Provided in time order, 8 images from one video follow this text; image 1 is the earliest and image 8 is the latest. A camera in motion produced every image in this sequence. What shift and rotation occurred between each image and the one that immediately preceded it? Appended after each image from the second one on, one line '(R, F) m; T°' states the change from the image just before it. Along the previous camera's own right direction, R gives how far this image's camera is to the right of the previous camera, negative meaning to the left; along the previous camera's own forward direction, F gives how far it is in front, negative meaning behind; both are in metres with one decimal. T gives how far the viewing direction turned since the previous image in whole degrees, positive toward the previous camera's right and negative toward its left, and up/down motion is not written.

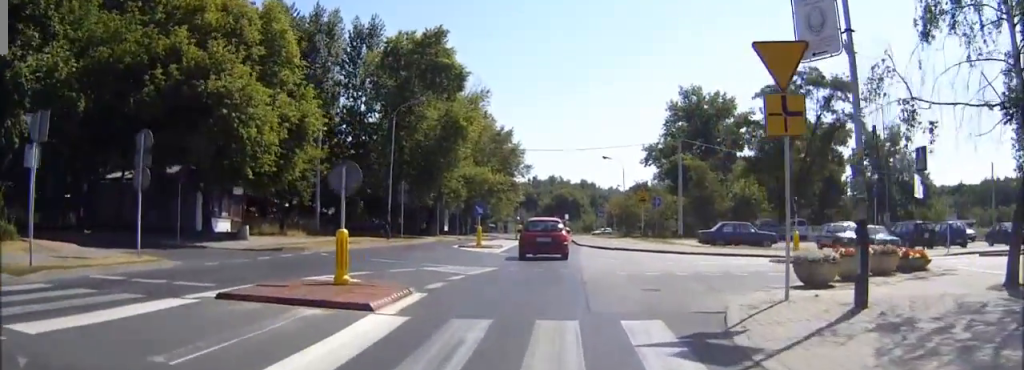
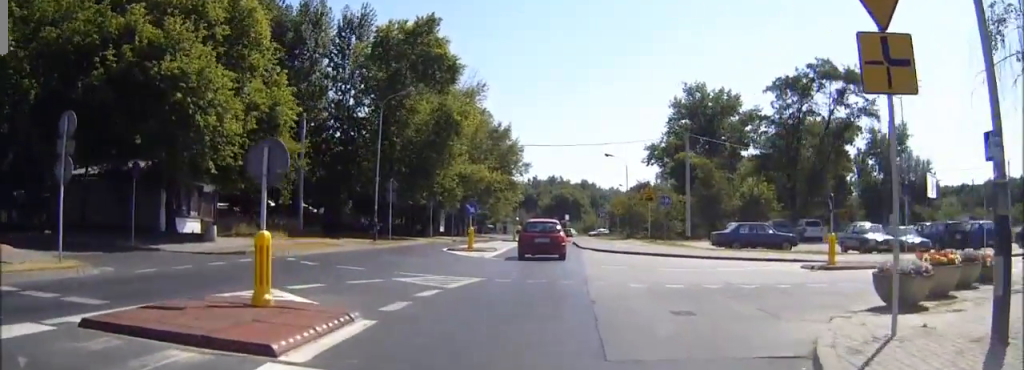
(0.0, +3.5) m; 0°
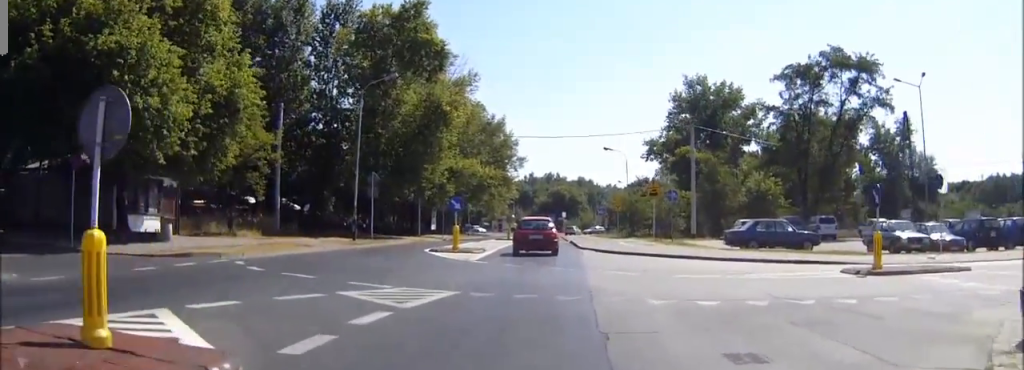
(0.0, +4.0) m; 0°
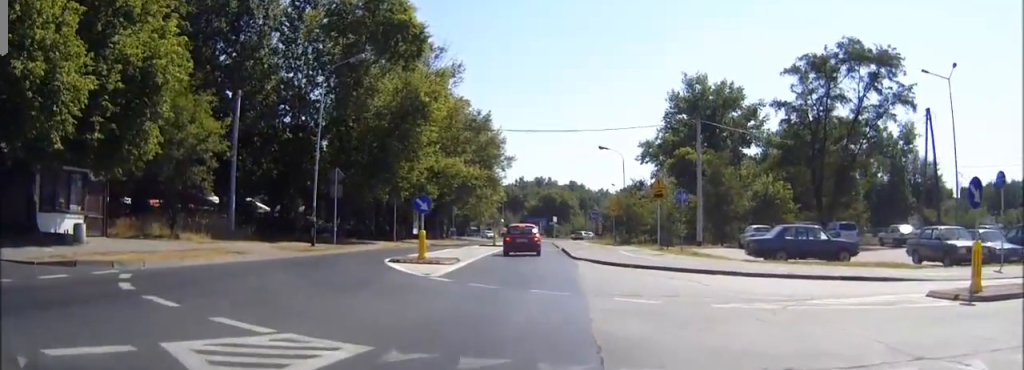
(0.0, +6.2) m; 0°
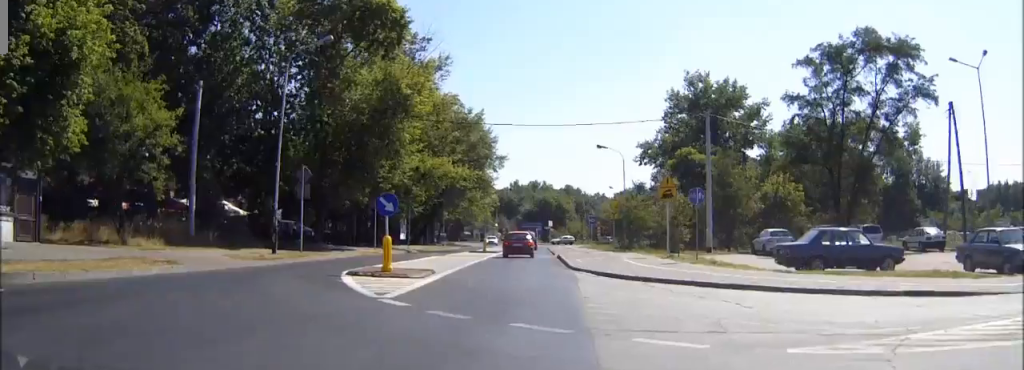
(+0.1, +5.0) m; 0°
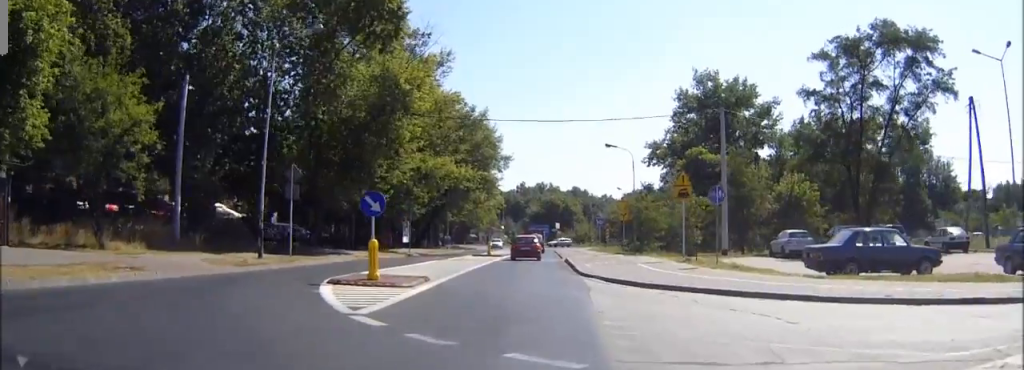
(0.0, +2.1) m; 0°
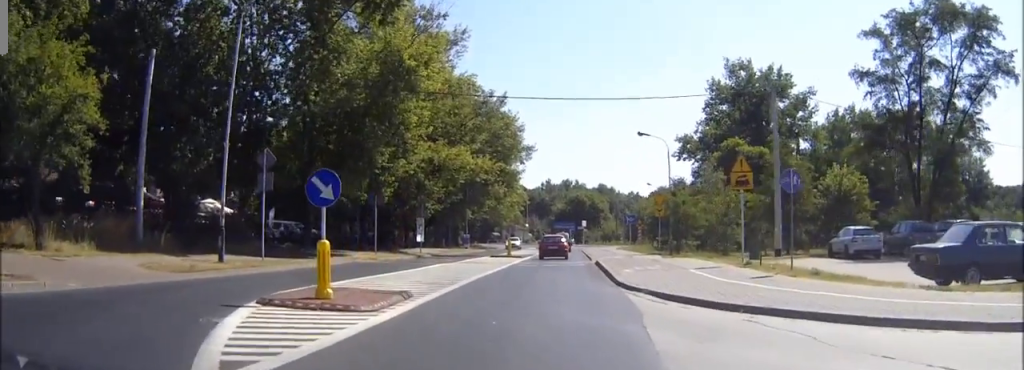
(0.0, +5.0) m; -1°
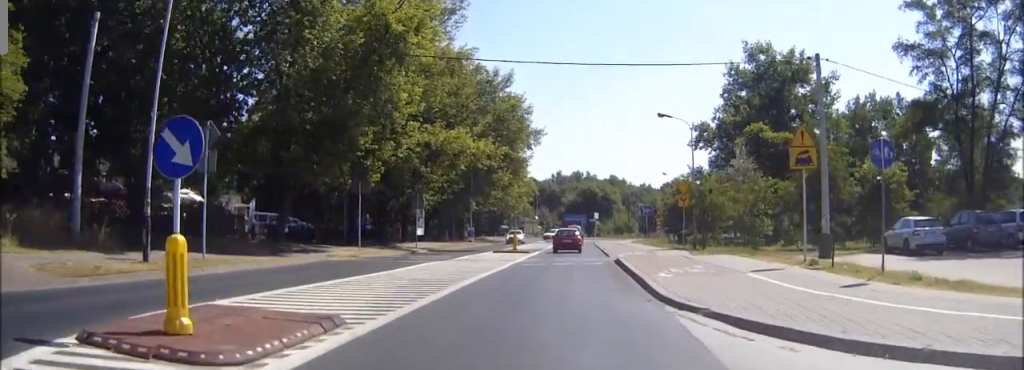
(0.0, +4.9) m; -1°
